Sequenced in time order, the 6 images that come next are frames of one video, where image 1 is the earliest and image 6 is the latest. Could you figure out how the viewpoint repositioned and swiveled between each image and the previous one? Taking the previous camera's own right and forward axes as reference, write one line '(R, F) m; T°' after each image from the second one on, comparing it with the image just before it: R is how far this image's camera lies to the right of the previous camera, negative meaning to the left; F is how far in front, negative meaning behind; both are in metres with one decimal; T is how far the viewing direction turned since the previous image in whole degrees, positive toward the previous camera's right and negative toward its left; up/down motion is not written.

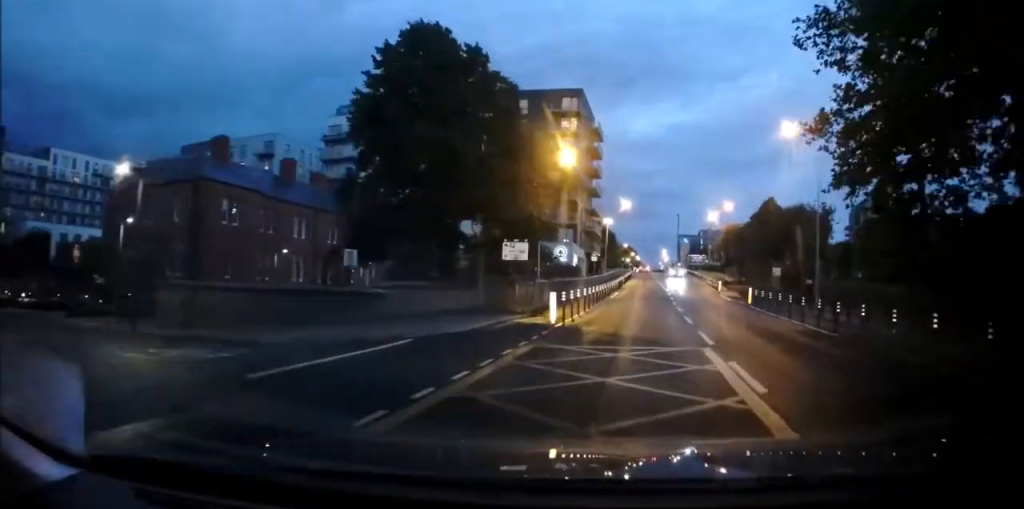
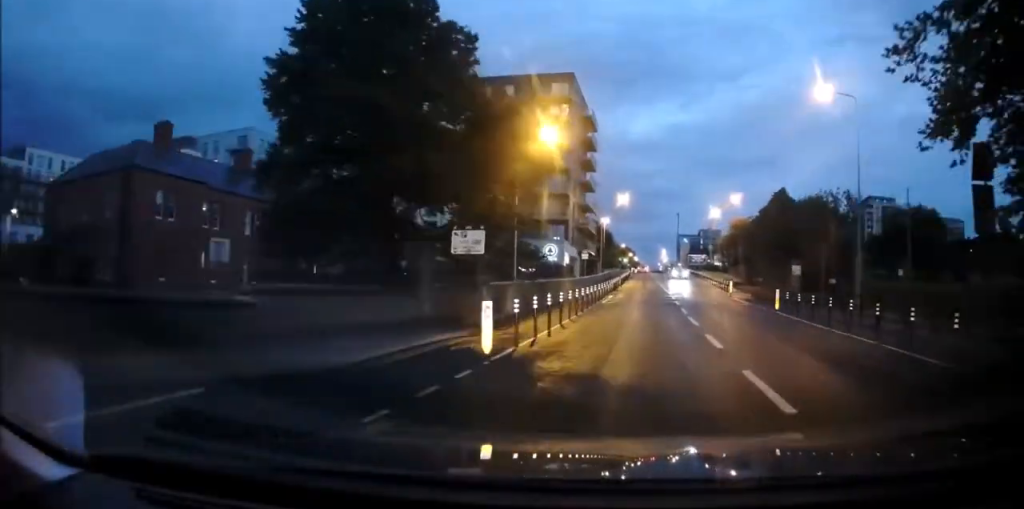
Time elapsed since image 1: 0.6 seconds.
(0.0, +7.0) m; 0°
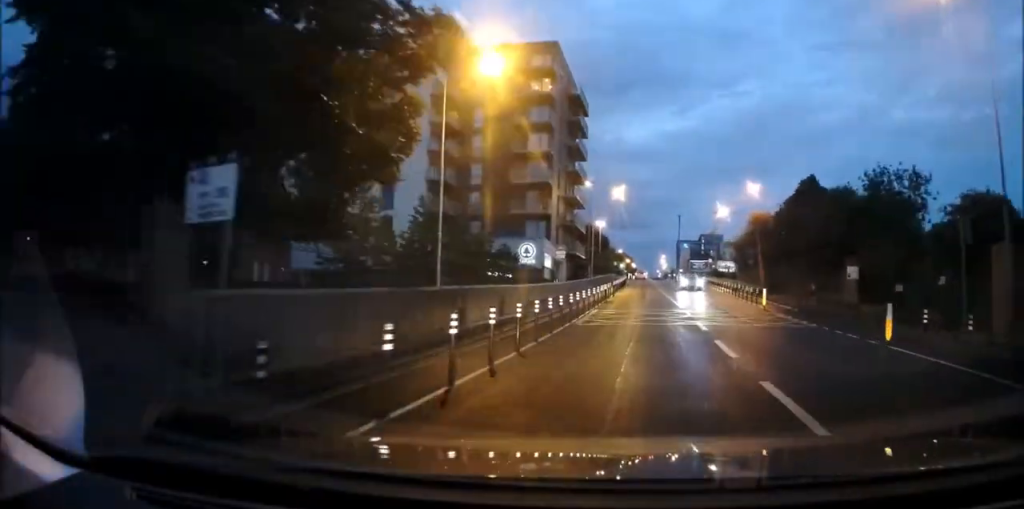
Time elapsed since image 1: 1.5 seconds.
(0.0, +12.2) m; 0°
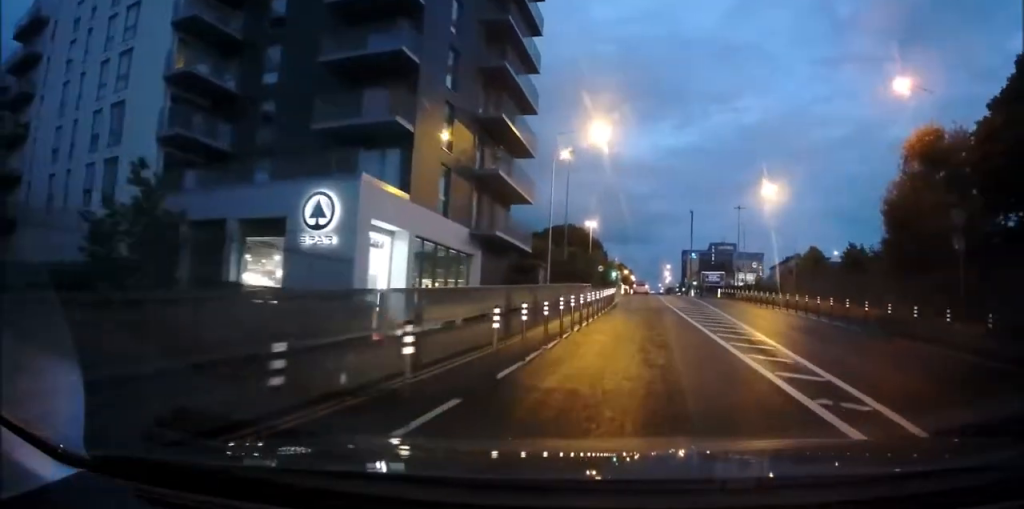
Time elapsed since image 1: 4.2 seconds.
(+0.4, +36.5) m; +2°
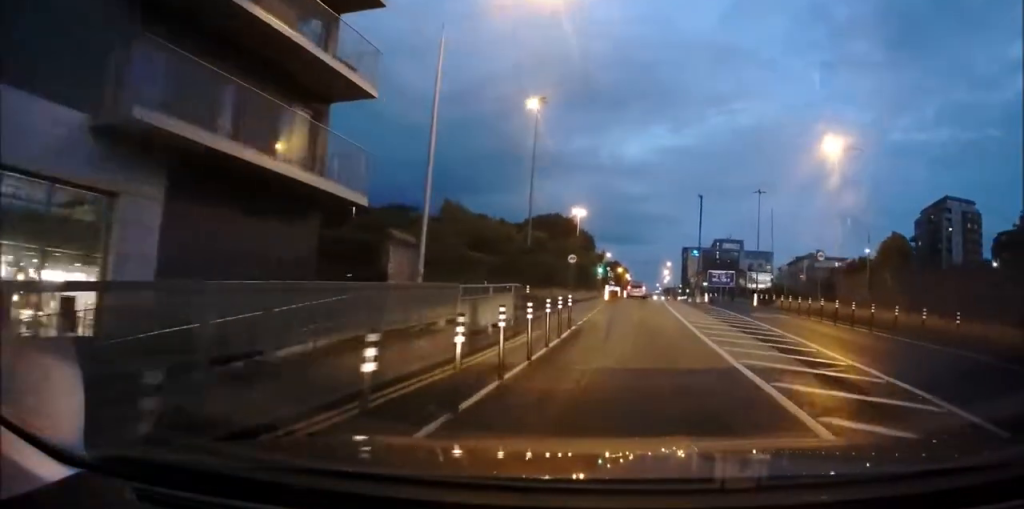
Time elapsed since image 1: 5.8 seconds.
(0.0, +22.0) m; 0°
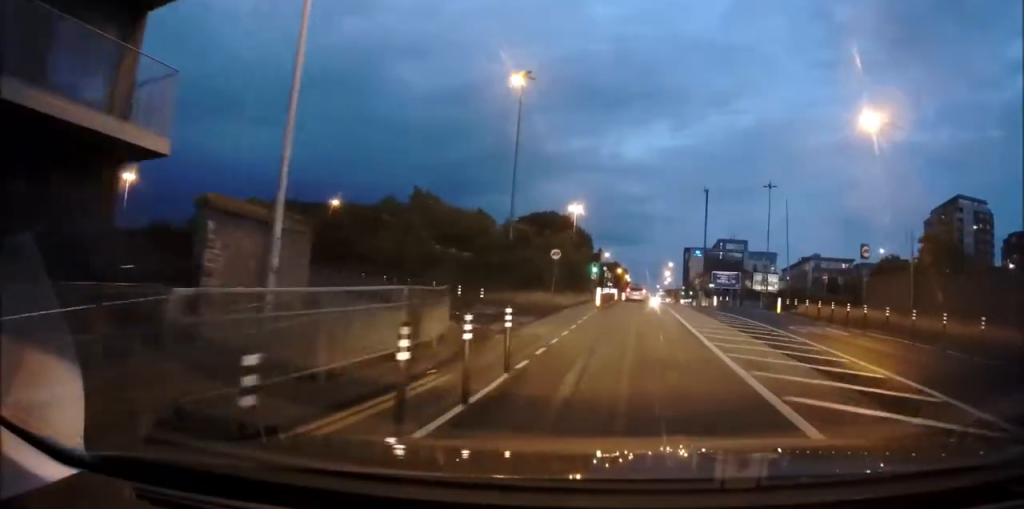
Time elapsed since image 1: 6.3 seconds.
(+0.1, +7.1) m; 0°
